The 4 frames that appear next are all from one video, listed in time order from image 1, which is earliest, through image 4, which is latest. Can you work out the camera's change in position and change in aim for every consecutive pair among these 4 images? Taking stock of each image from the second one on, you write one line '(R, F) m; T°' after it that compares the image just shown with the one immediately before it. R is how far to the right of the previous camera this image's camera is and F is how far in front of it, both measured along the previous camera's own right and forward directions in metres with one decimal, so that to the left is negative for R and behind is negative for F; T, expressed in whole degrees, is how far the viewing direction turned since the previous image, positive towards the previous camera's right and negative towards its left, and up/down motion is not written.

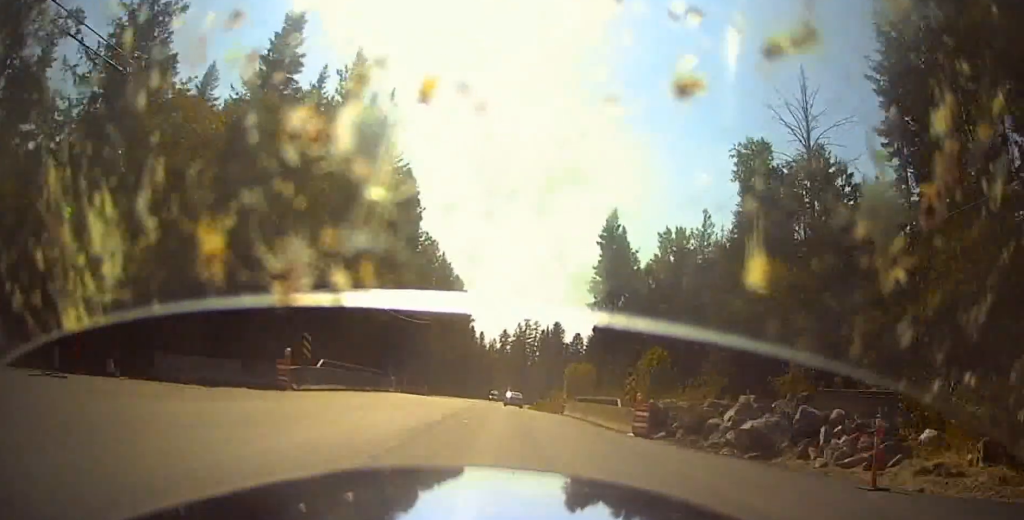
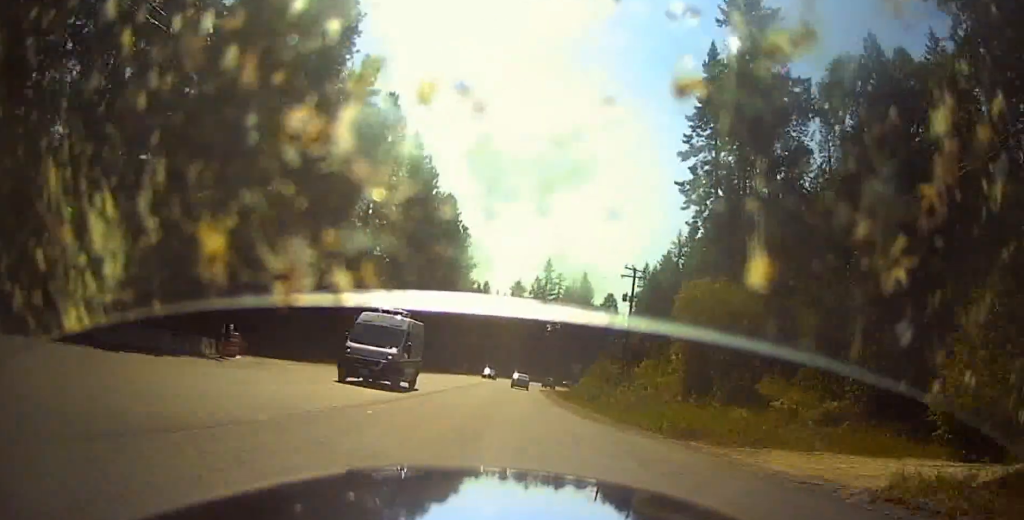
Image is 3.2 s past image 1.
(+0.6, +62.0) m; +2°
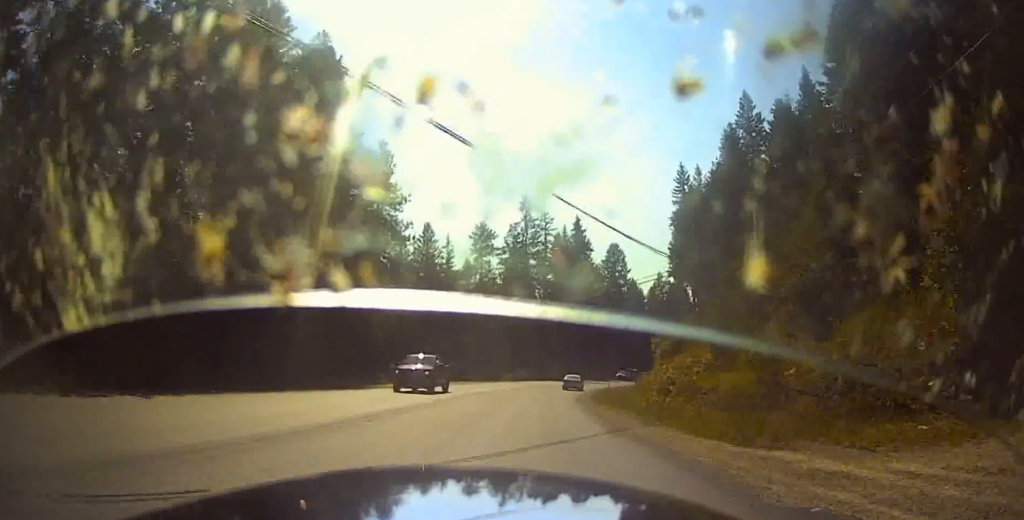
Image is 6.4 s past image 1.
(-0.1, +64.6) m; +3°
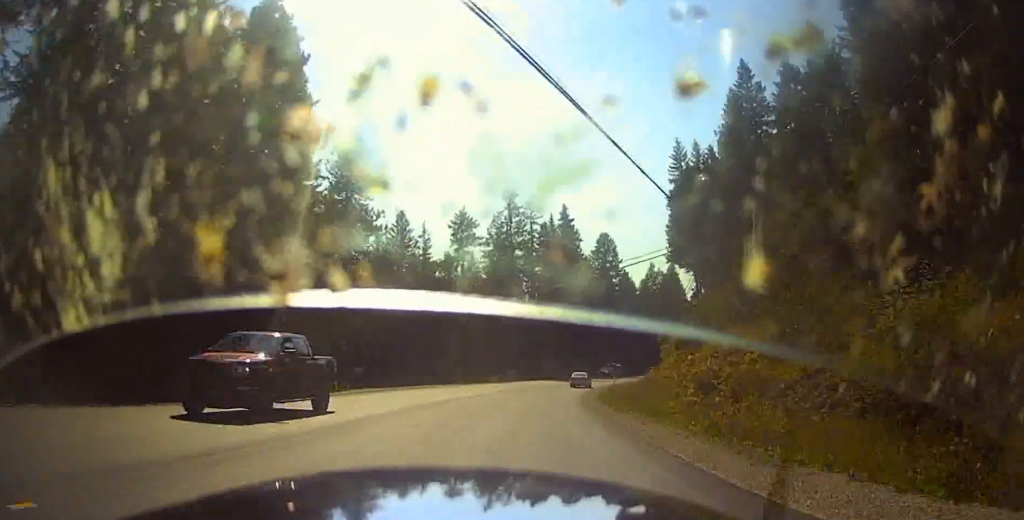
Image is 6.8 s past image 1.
(+0.2, +8.3) m; +1°
